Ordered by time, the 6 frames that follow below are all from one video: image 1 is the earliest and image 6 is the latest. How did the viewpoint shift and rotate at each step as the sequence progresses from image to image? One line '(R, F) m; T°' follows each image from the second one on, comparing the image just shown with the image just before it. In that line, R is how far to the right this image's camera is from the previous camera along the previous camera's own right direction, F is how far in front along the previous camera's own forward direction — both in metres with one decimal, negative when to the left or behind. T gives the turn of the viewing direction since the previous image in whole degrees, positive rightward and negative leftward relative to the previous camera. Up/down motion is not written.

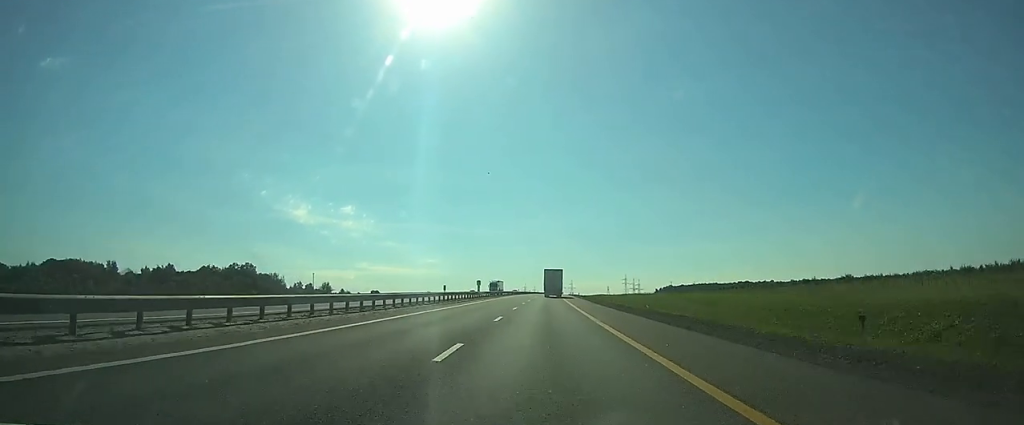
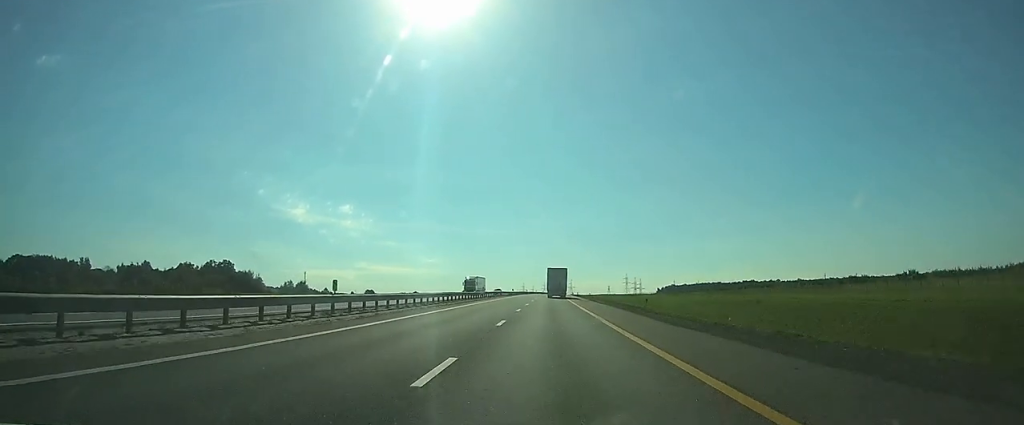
(+0.1, +25.9) m; +1°
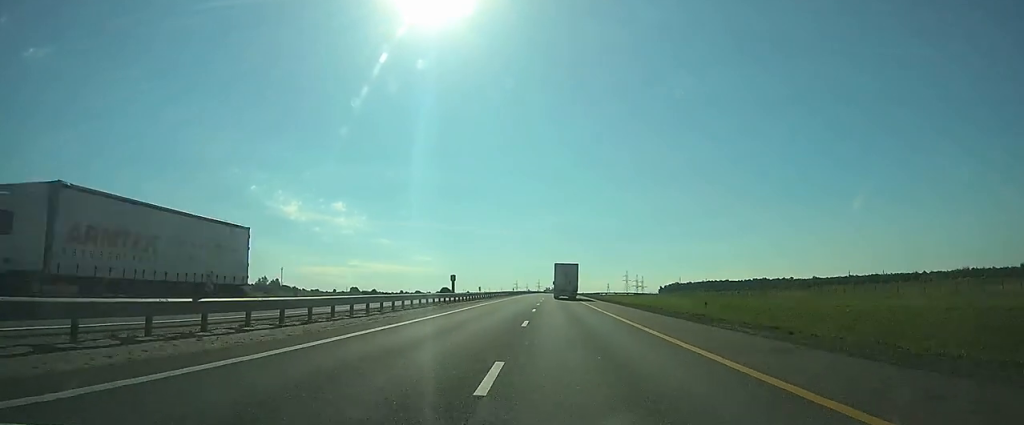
(+0.4, +59.2) m; 0°
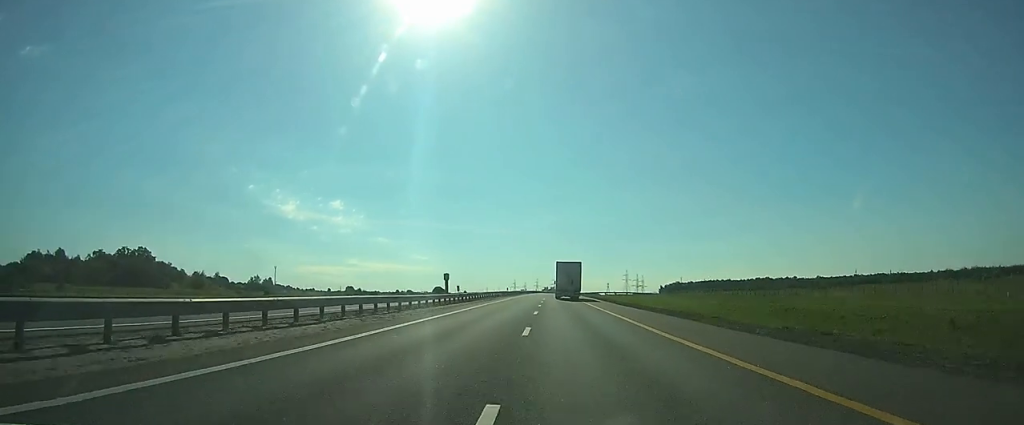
(0.0, +15.1) m; 0°
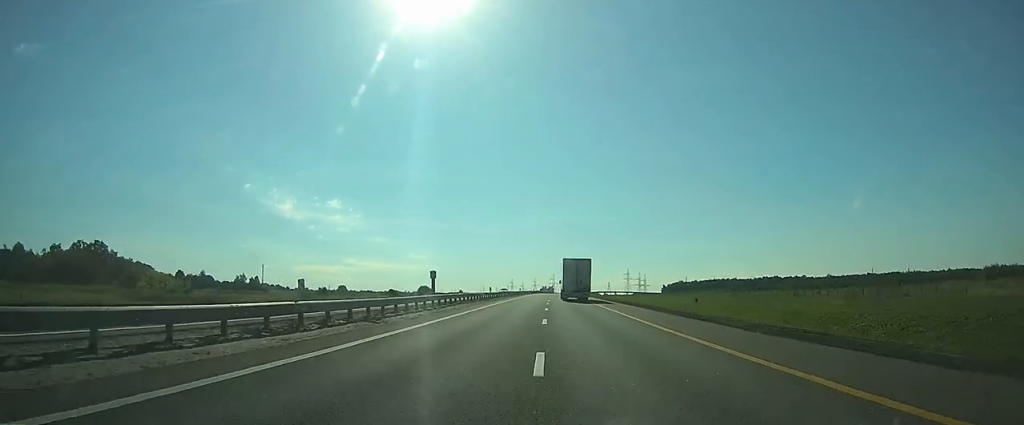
(+0.1, +30.4) m; 0°
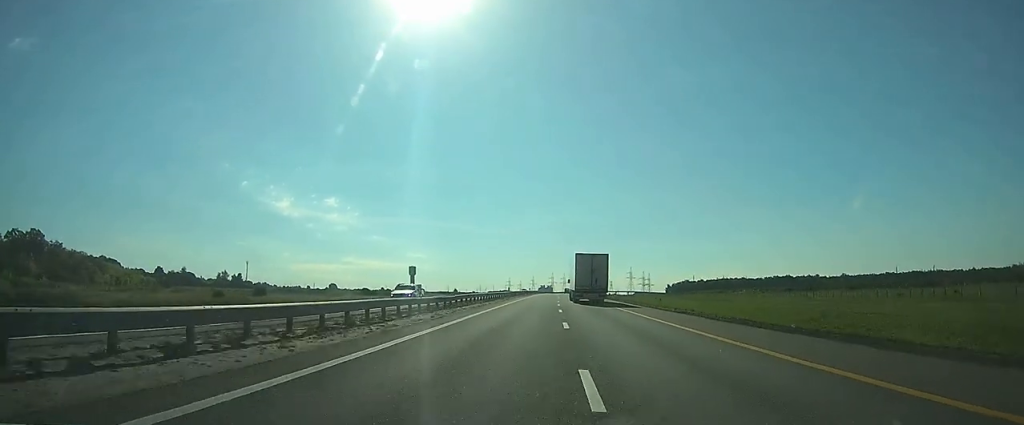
(+0.2, +37.7) m; 0°
